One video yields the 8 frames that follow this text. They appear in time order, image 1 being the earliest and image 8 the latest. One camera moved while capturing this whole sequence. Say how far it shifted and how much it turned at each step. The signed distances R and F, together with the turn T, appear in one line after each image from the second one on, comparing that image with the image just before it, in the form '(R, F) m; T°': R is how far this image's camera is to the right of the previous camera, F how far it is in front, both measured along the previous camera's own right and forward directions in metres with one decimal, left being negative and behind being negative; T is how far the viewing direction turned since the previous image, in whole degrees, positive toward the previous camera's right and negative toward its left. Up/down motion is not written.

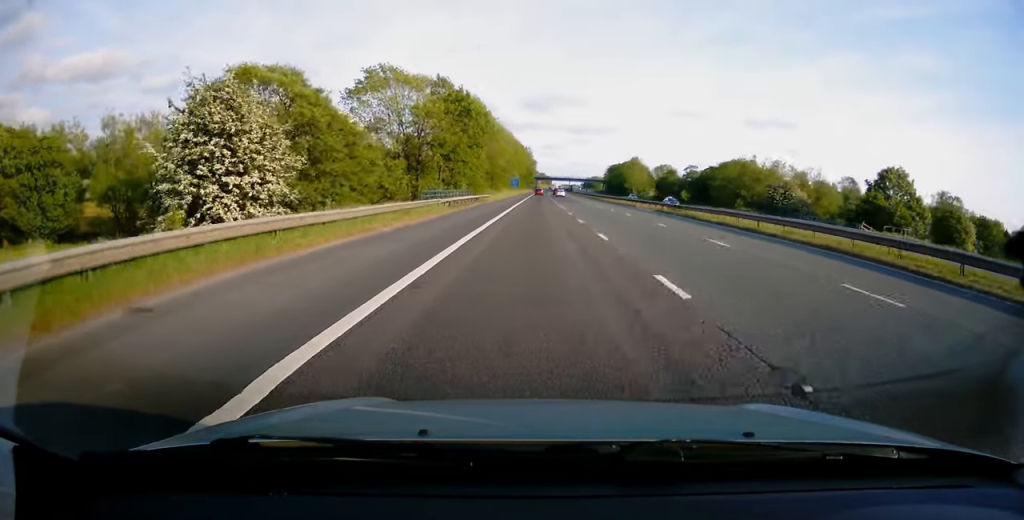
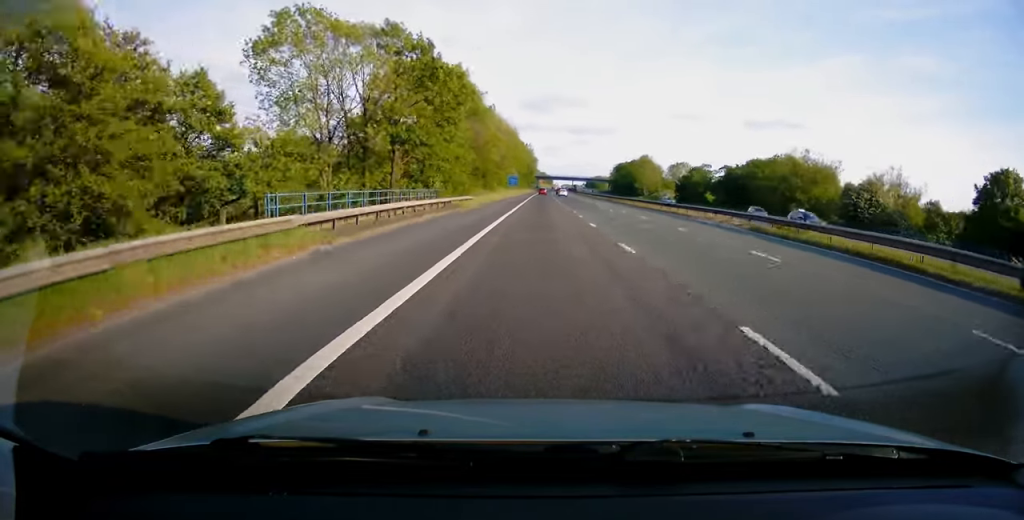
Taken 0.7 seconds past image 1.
(+0.2, +21.7) m; 0°
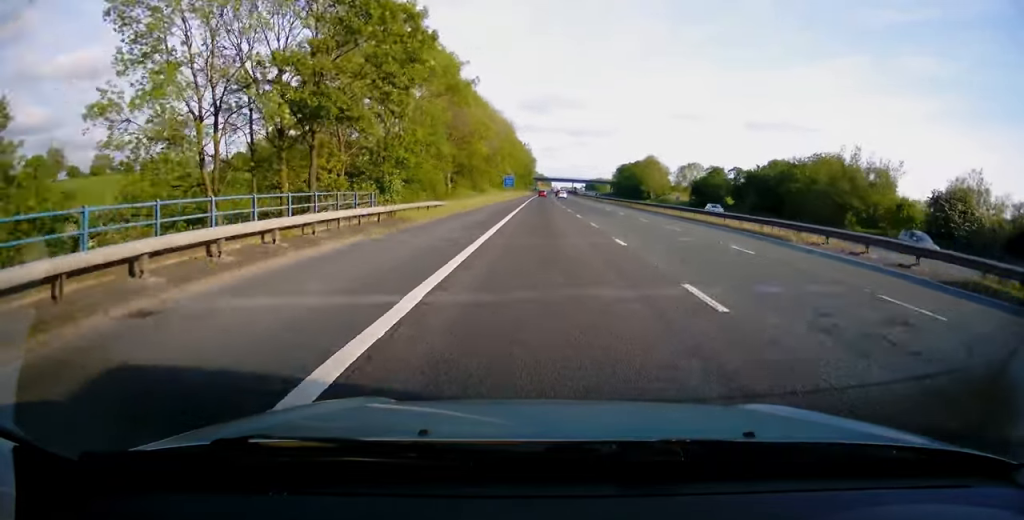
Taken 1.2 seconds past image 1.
(0.0, +15.5) m; 0°
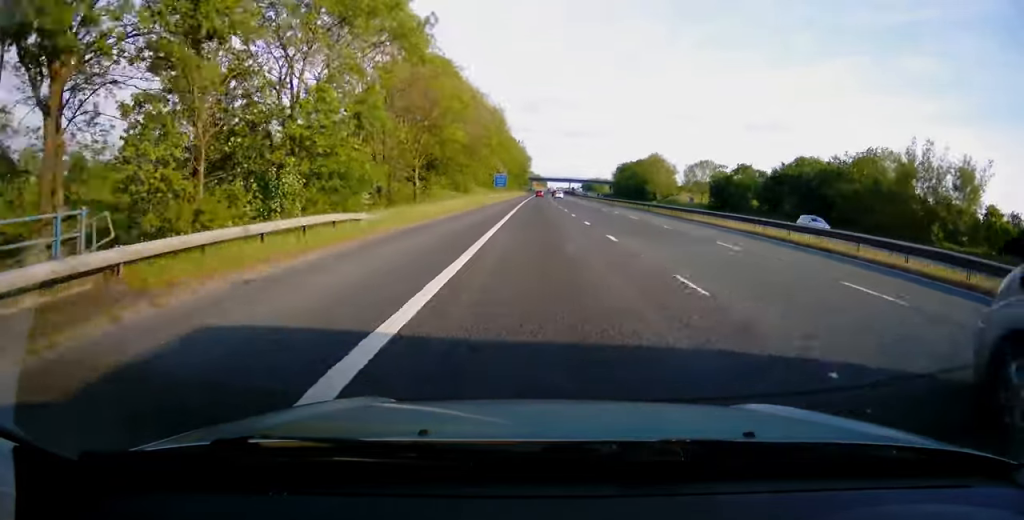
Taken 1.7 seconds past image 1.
(-0.1, +16.6) m; 0°
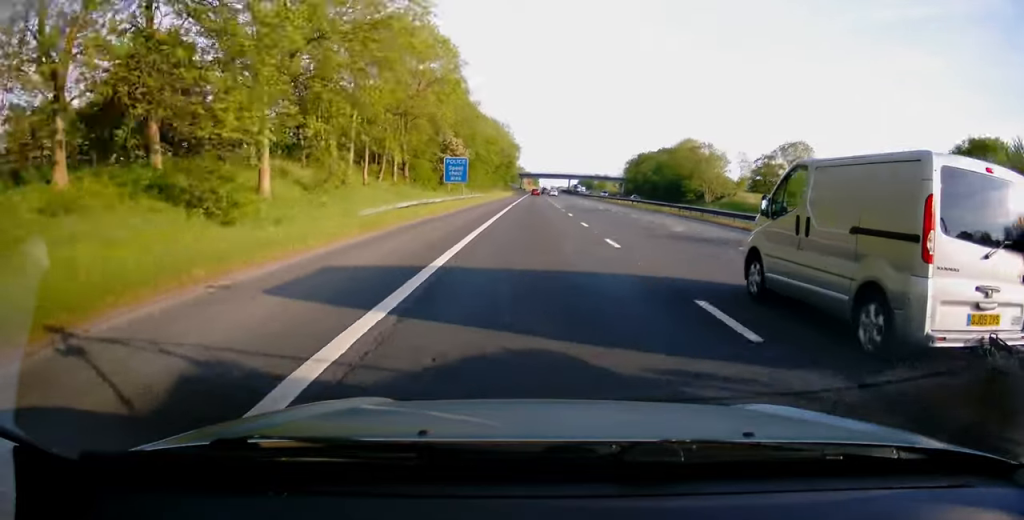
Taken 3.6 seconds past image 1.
(+0.6, +57.0) m; +1°
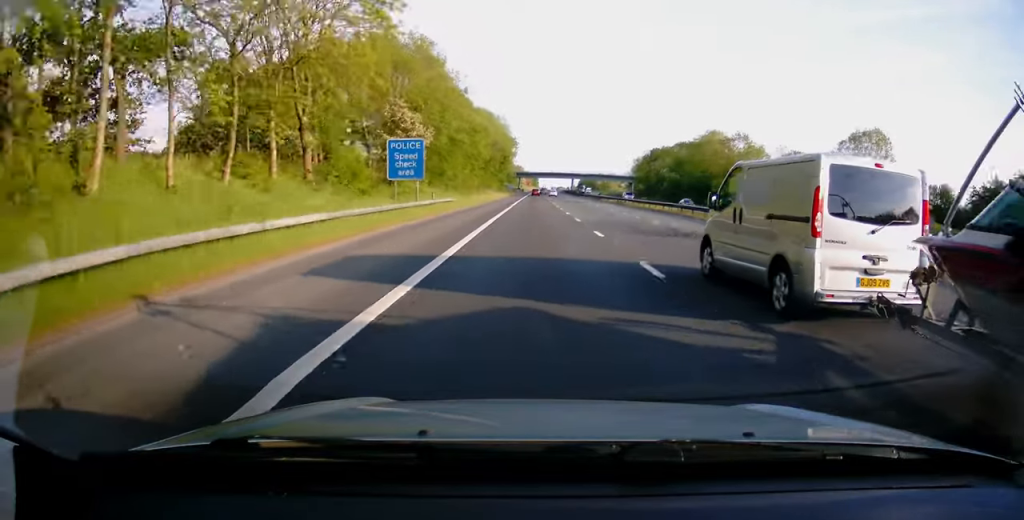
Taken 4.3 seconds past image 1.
(+0.1, +23.1) m; 0°
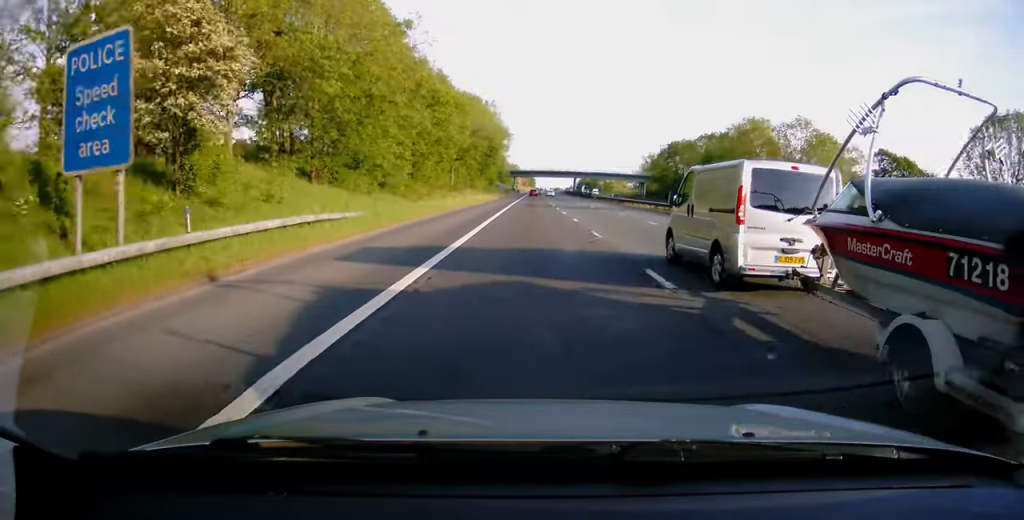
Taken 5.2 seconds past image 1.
(0.0, +27.3) m; 0°
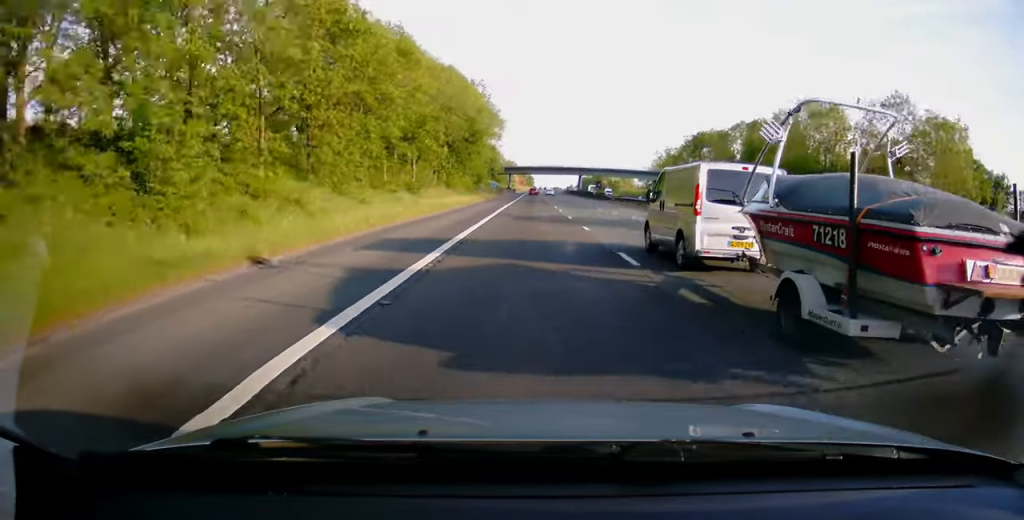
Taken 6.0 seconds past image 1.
(0.0, +25.1) m; 0°
